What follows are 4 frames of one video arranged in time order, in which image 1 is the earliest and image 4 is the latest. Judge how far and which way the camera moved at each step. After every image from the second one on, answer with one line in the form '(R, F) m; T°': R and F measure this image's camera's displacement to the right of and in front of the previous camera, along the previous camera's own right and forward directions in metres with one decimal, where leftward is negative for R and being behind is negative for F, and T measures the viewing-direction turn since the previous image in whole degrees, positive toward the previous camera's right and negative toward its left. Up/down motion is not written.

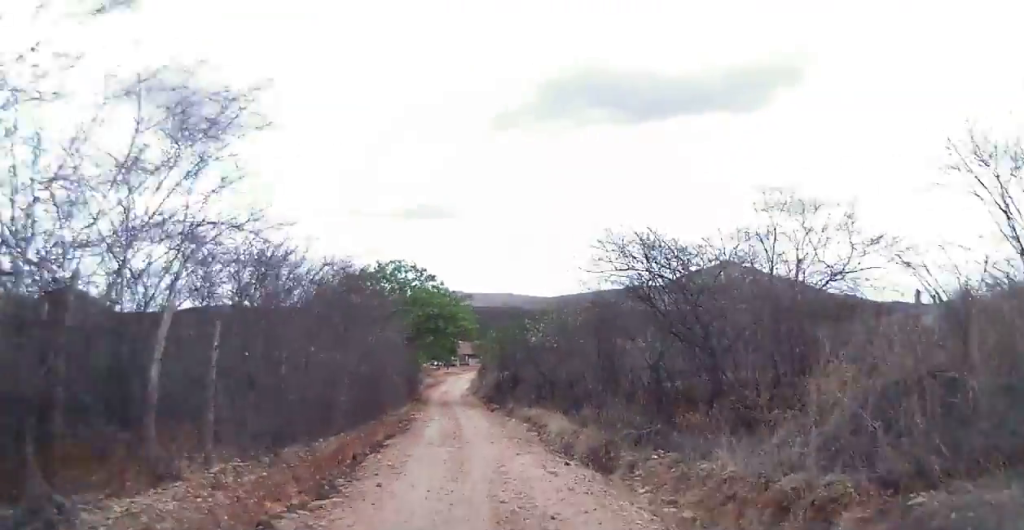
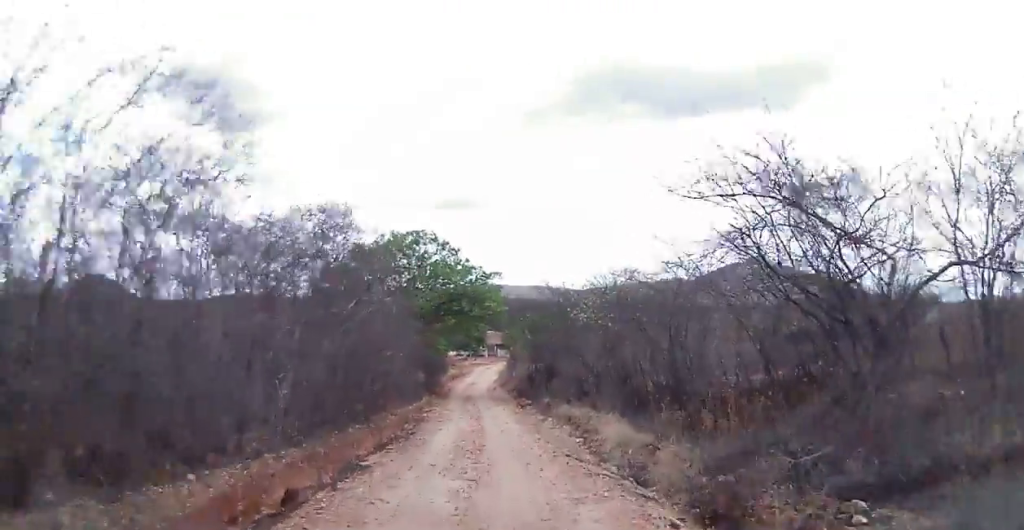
(-0.3, +4.9) m; -9°
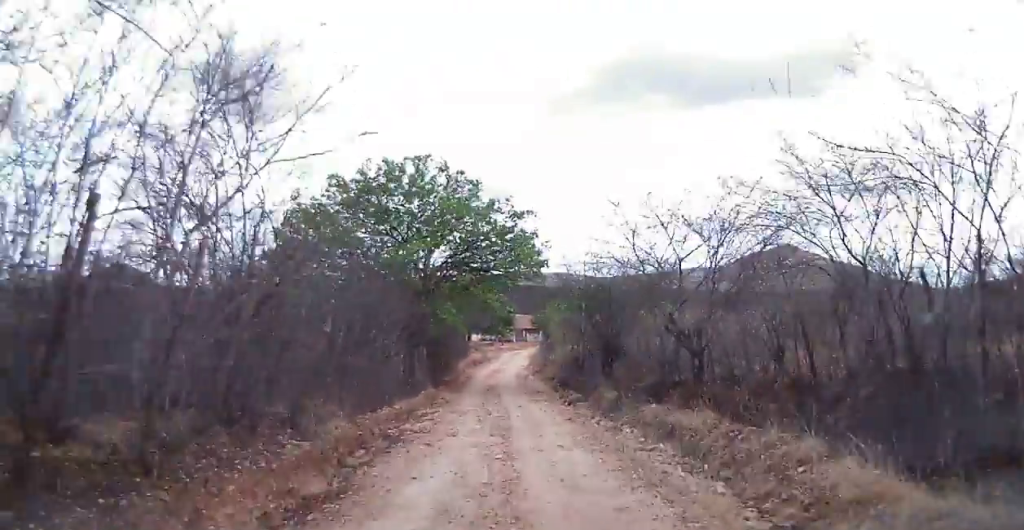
(-1.1, +13.7) m; -7°
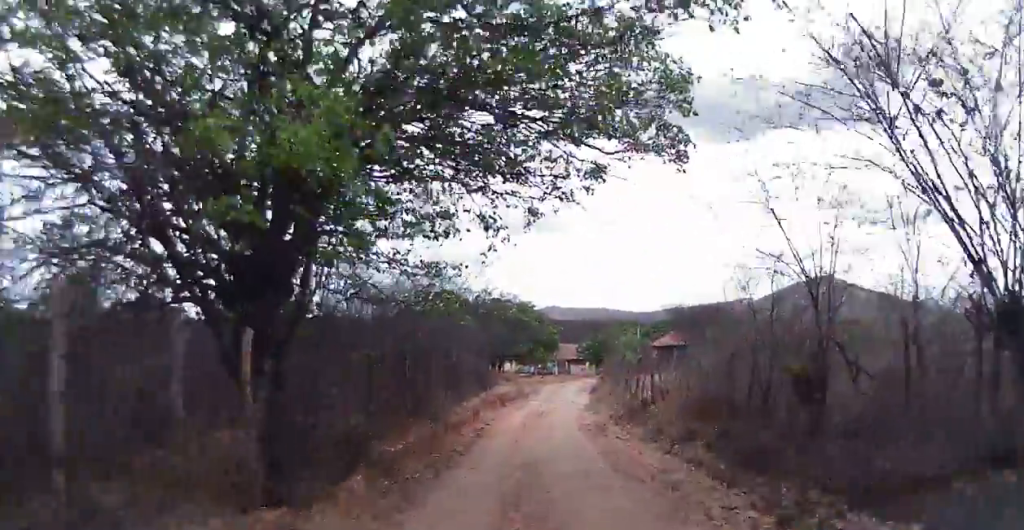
(-0.7, +17.9) m; -4°
